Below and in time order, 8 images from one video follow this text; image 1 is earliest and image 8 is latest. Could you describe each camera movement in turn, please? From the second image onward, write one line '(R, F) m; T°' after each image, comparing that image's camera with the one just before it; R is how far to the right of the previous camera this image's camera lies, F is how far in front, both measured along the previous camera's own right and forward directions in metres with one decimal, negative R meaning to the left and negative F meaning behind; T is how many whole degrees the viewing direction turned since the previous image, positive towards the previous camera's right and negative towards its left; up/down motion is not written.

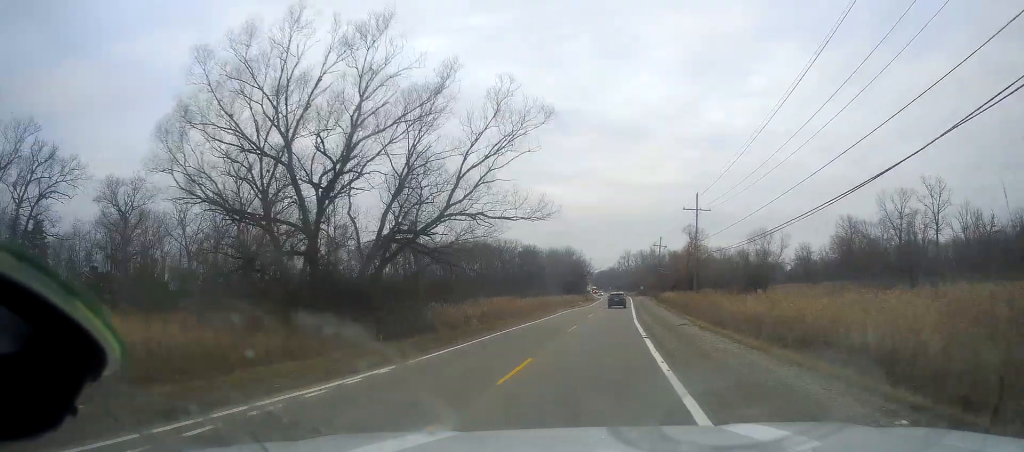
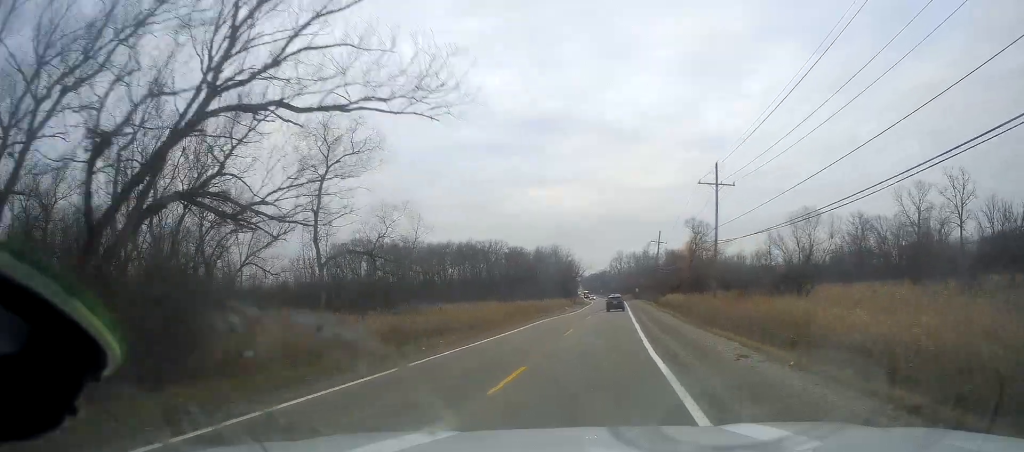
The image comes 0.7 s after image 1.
(+0.2, +16.6) m; +1°
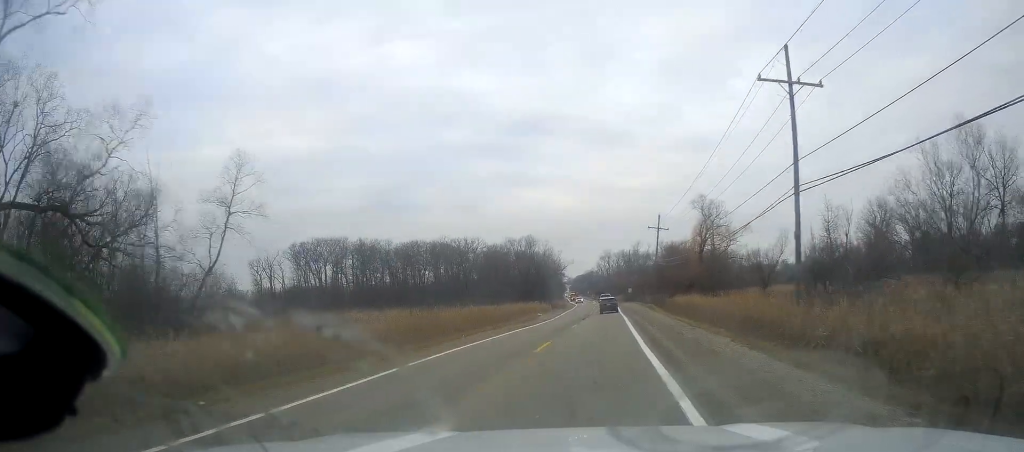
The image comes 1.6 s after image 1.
(+0.2, +24.1) m; 0°
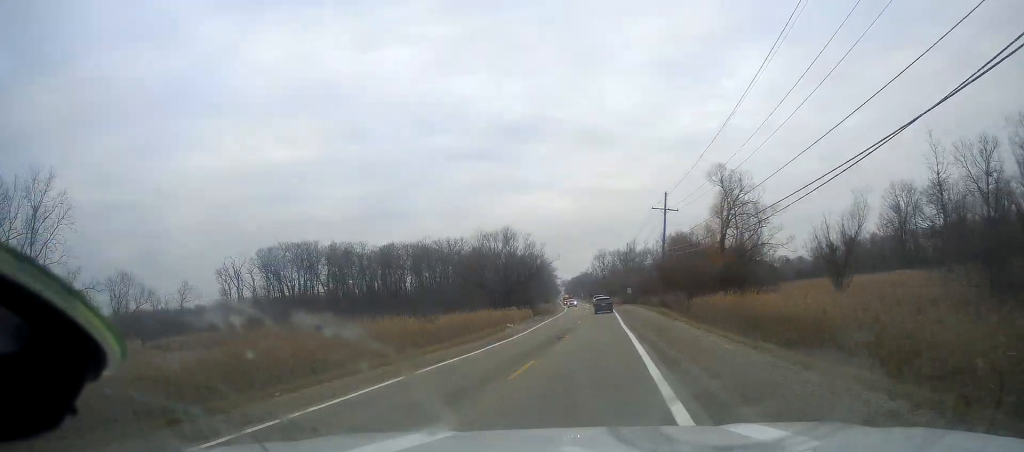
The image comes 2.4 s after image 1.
(-0.3, +20.0) m; +1°
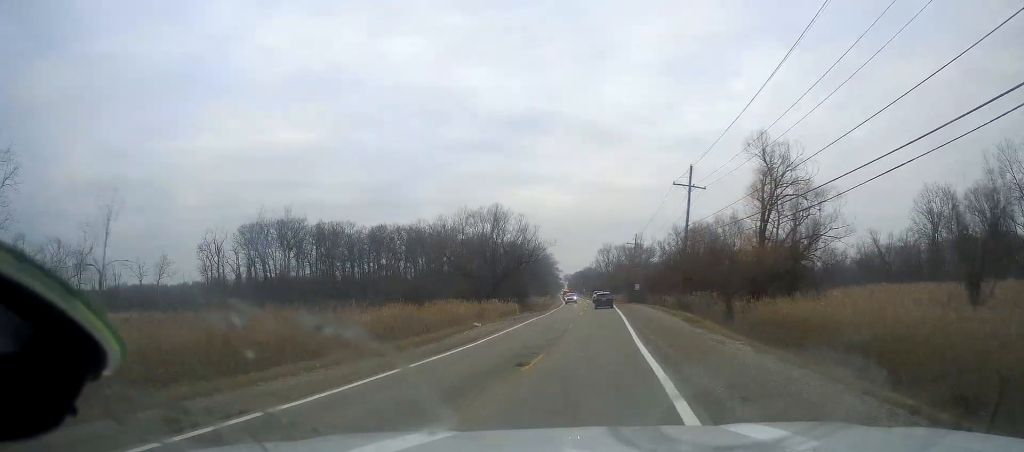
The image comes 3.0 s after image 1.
(+0.5, +14.6) m; +1°
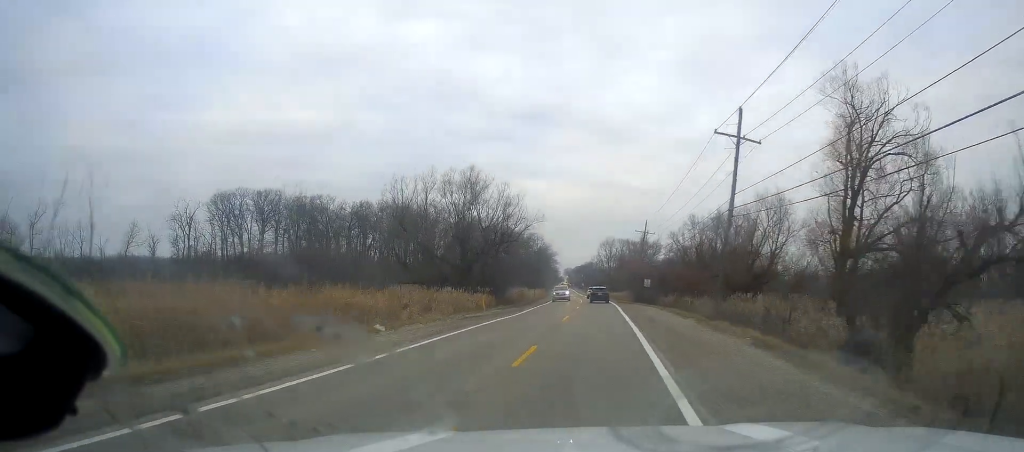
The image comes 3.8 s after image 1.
(+0.2, +17.7) m; 0°
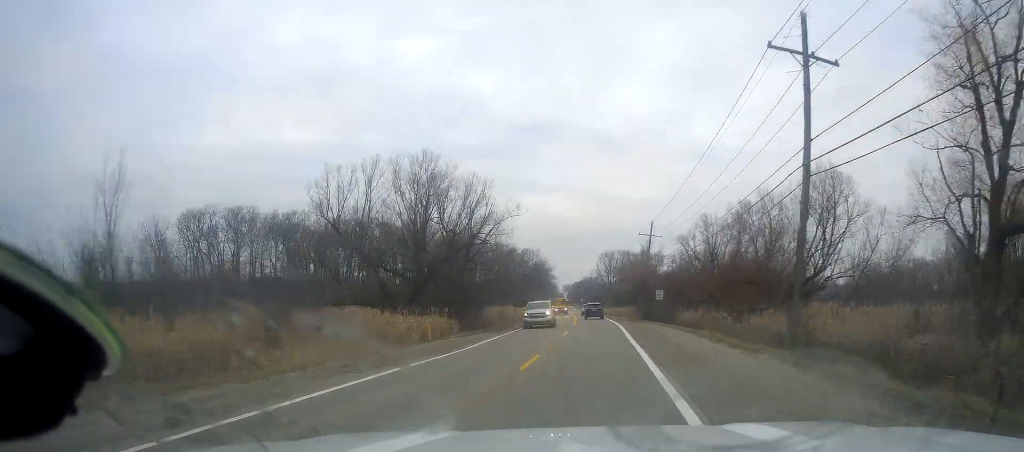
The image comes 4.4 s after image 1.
(+0.2, +14.3) m; -1°
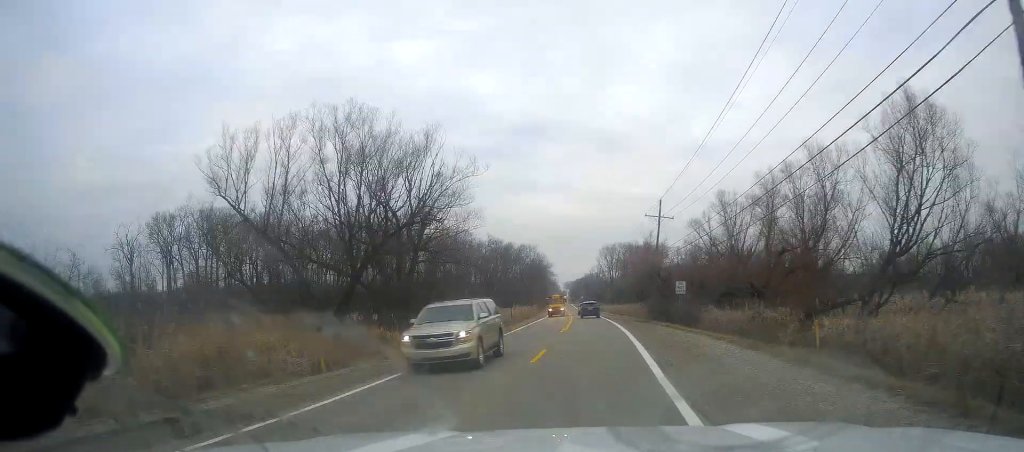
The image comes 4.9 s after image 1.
(-0.4, +12.8) m; -1°
